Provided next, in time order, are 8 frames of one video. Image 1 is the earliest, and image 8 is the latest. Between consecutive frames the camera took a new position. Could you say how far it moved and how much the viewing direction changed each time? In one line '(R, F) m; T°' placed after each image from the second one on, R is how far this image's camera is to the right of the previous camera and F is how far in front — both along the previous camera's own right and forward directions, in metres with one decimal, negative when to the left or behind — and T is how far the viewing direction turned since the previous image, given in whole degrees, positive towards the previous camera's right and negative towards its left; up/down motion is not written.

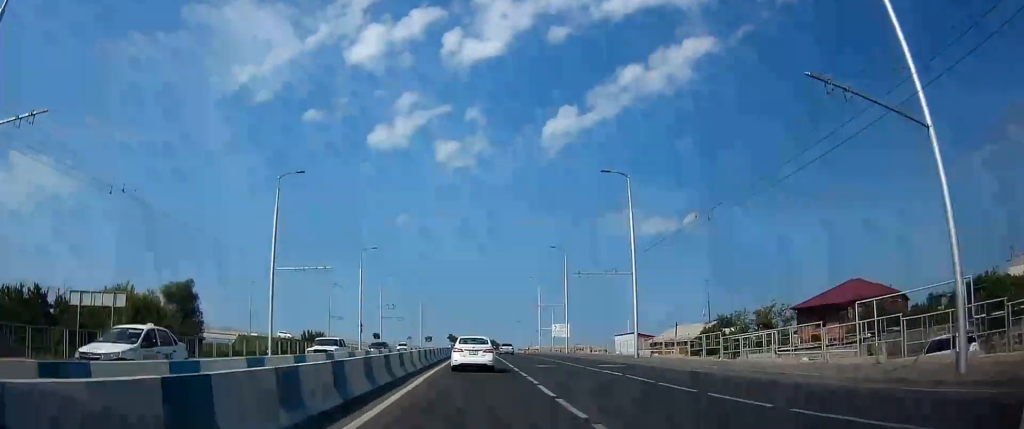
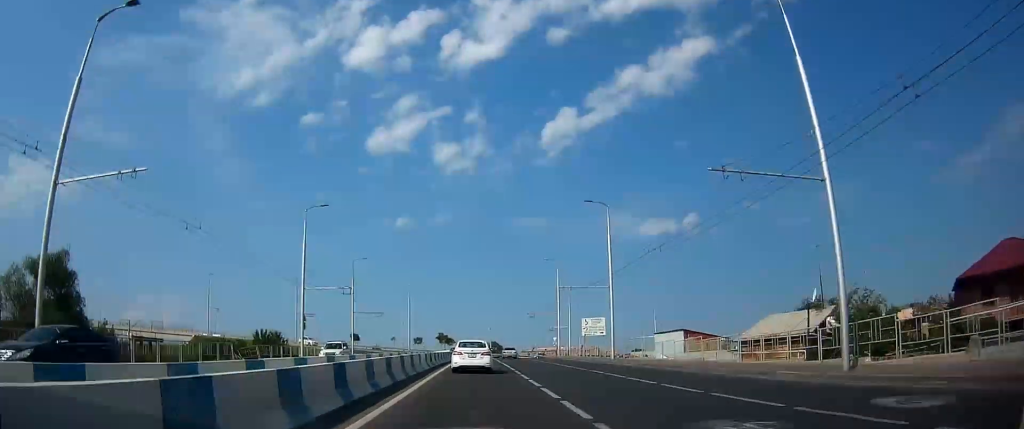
(-0.2, +26.1) m; -1°
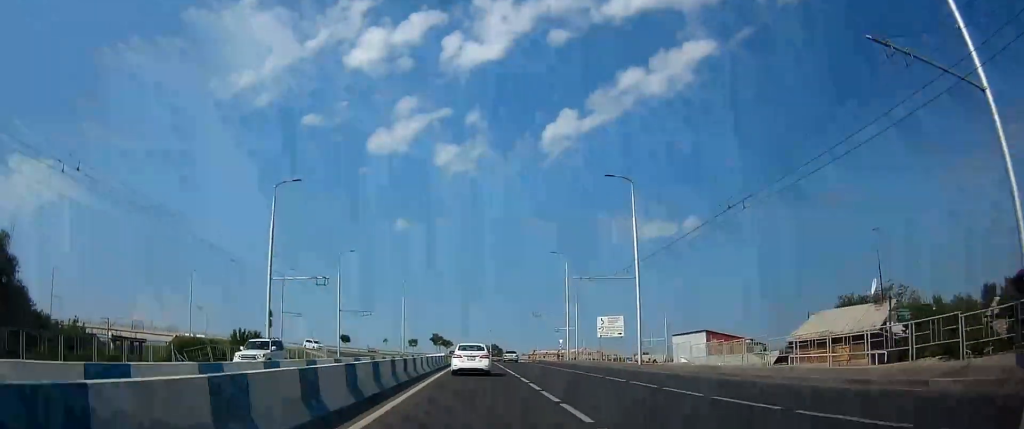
(+0.1, +9.1) m; +1°
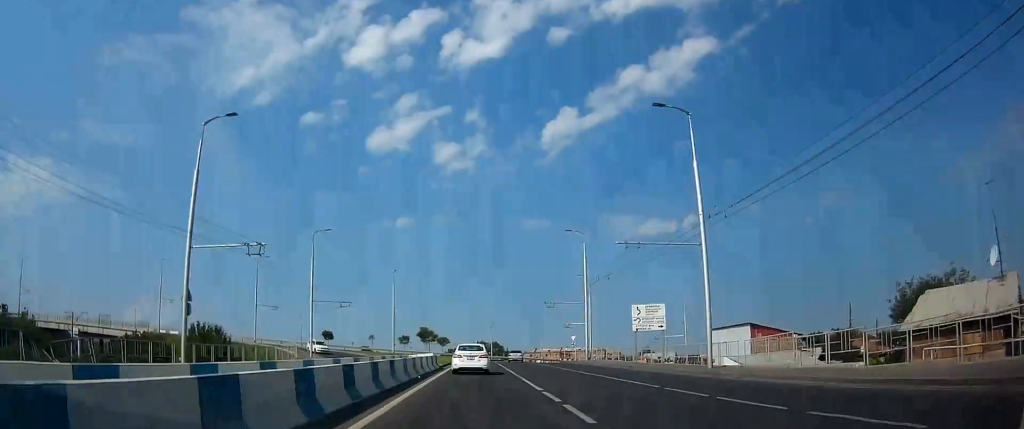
(+0.2, +13.2) m; +1°
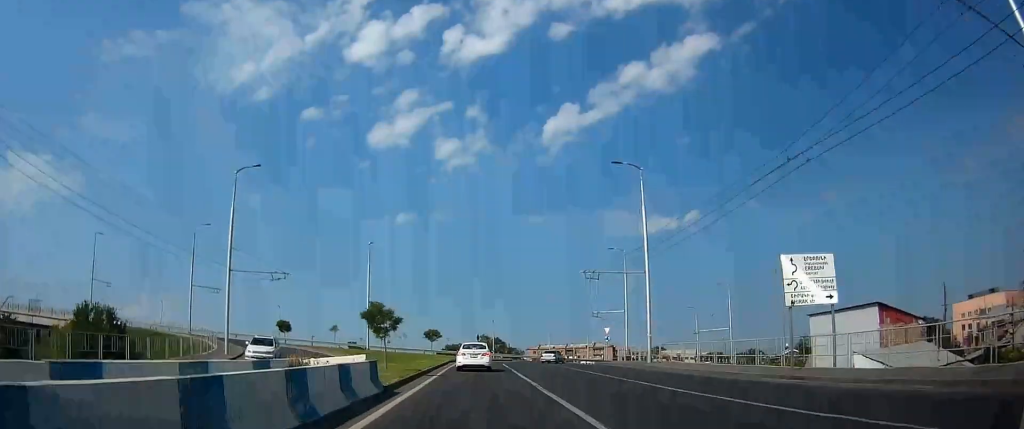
(+0.1, +21.5) m; 0°
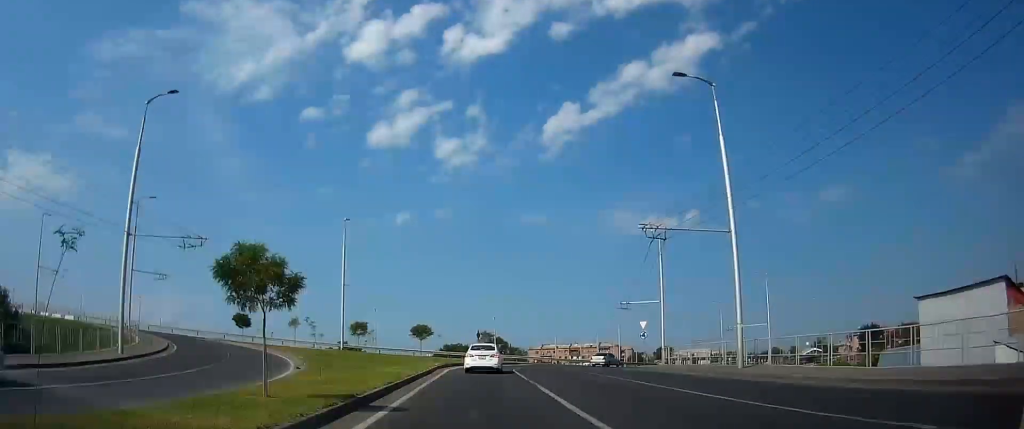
(0.0, +13.5) m; +1°
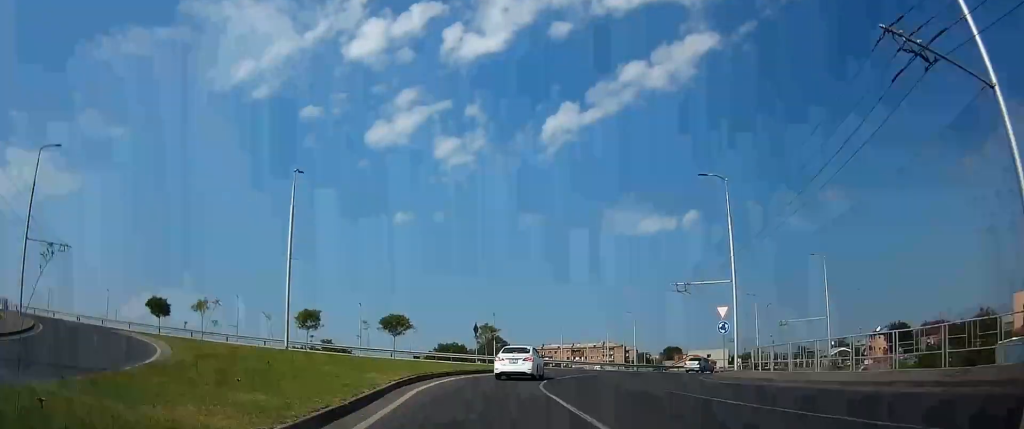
(+0.1, +16.0) m; -1°
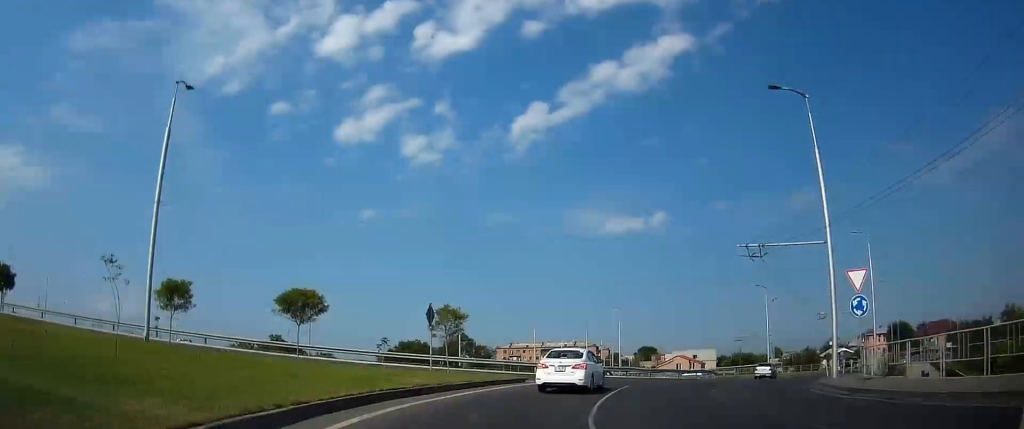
(-0.3, +14.7) m; 0°
